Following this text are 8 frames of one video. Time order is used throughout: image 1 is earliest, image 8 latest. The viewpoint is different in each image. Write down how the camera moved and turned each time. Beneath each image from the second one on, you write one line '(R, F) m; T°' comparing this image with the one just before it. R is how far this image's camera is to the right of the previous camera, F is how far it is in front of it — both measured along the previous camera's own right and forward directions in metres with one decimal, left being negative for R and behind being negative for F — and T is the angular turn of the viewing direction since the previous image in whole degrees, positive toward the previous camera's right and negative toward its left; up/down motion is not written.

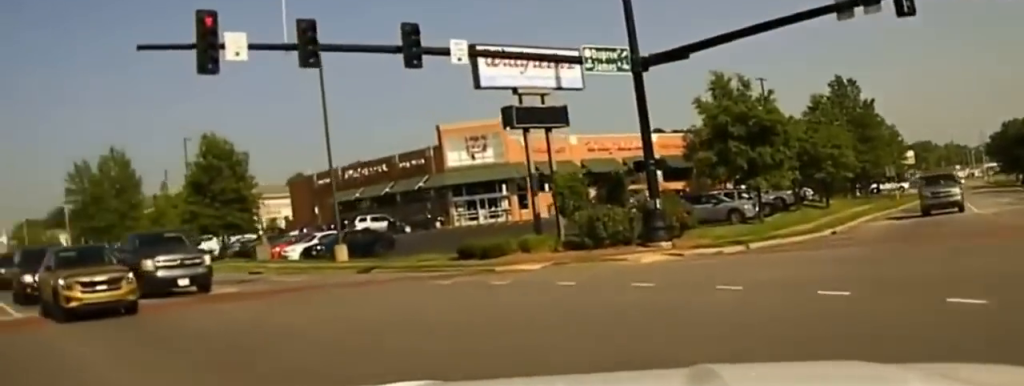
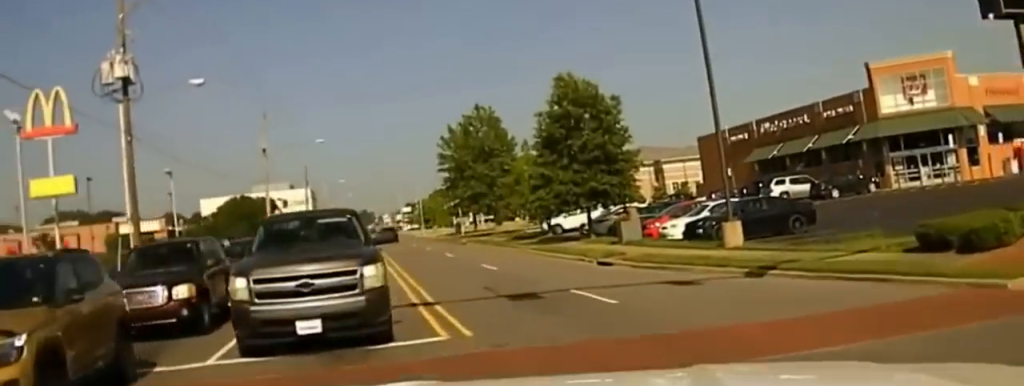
(-1.9, +10.2) m; -21°
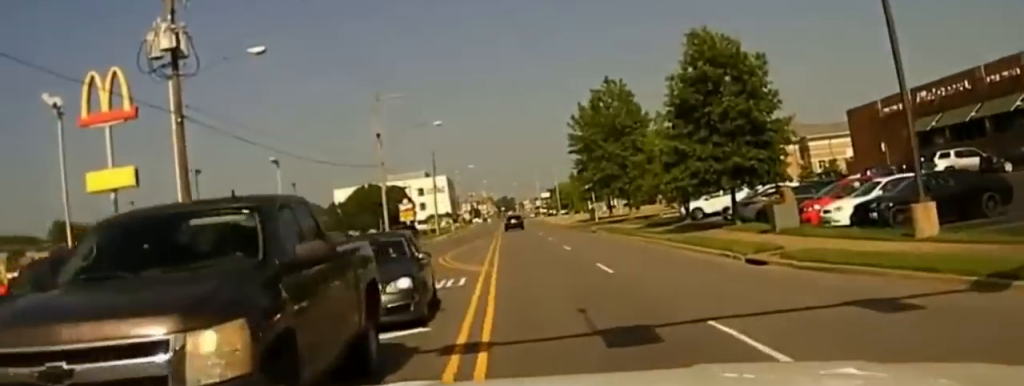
(-0.5, +5.8) m; -10°
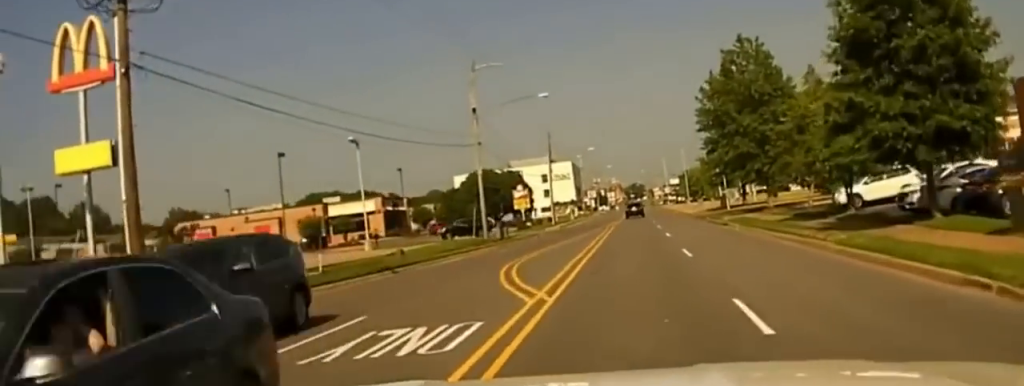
(-1.5, +11.2) m; -11°
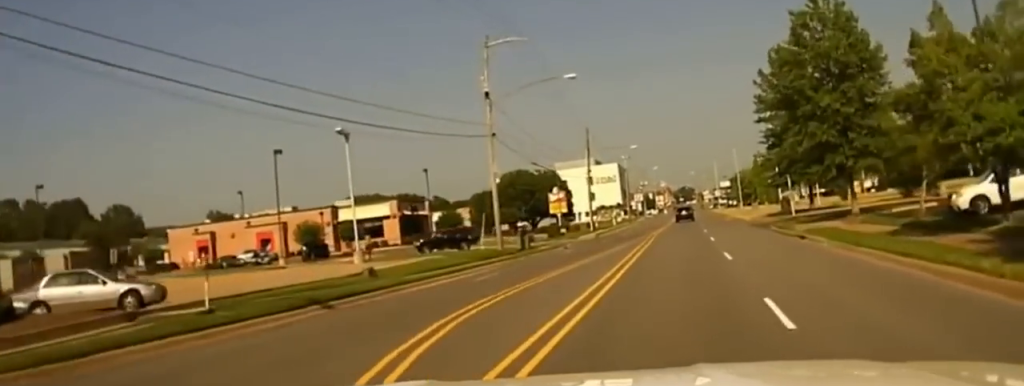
(-1.0, +13.5) m; -6°
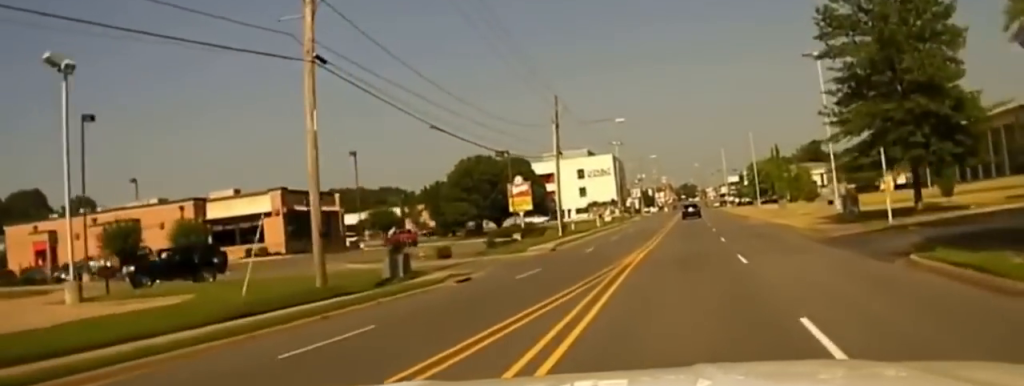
(-0.9, +33.0) m; -1°
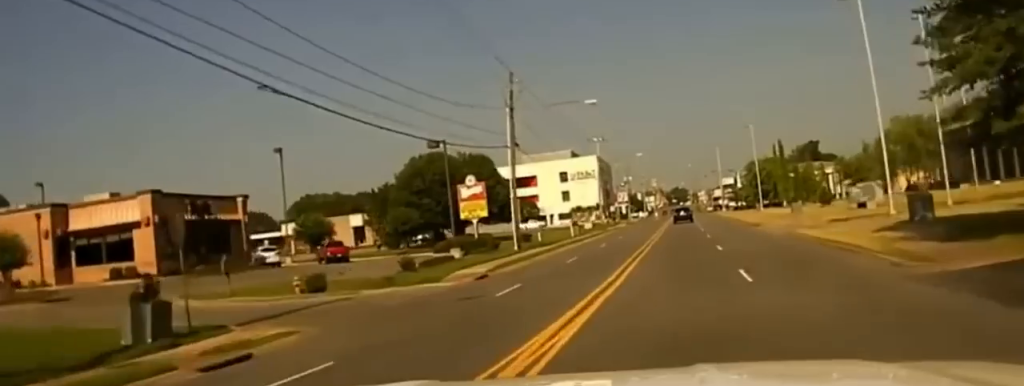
(+0.2, +17.2) m; 0°
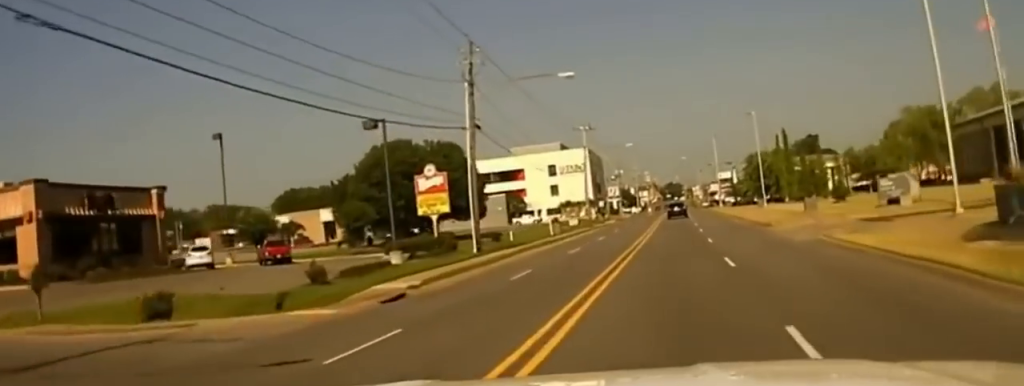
(0.0, +9.8) m; 0°
